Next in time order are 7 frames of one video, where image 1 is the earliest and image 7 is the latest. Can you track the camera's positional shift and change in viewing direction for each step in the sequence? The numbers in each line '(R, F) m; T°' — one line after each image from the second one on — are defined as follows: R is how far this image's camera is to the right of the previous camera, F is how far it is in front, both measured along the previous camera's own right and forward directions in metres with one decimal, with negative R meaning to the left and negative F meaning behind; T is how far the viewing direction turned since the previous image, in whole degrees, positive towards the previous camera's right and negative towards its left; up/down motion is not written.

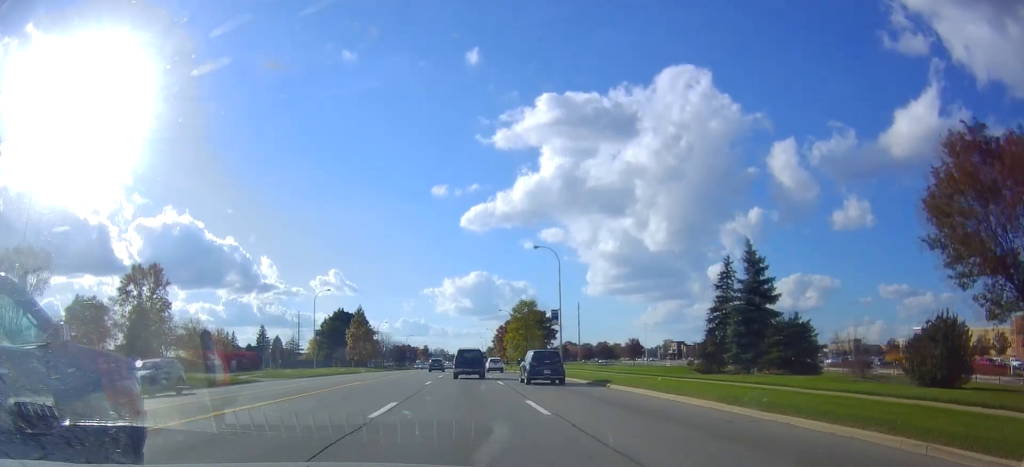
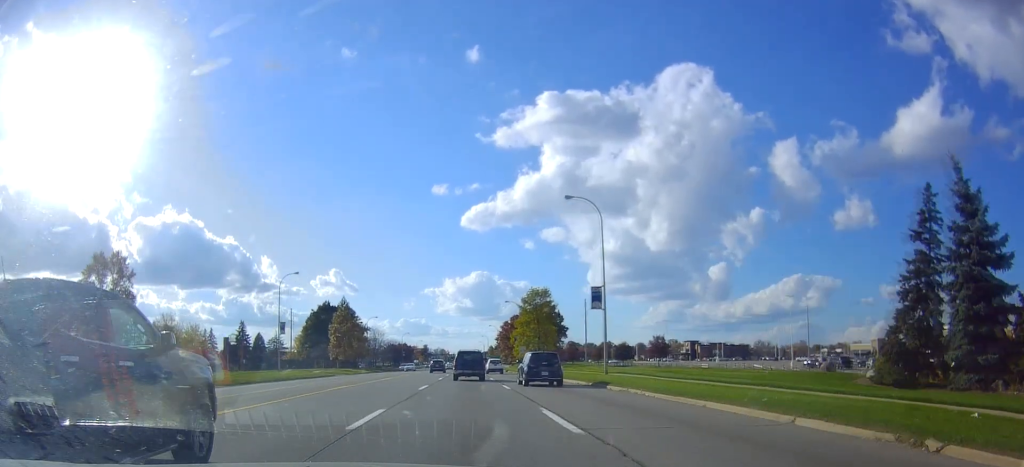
(-0.2, +18.4) m; -1°
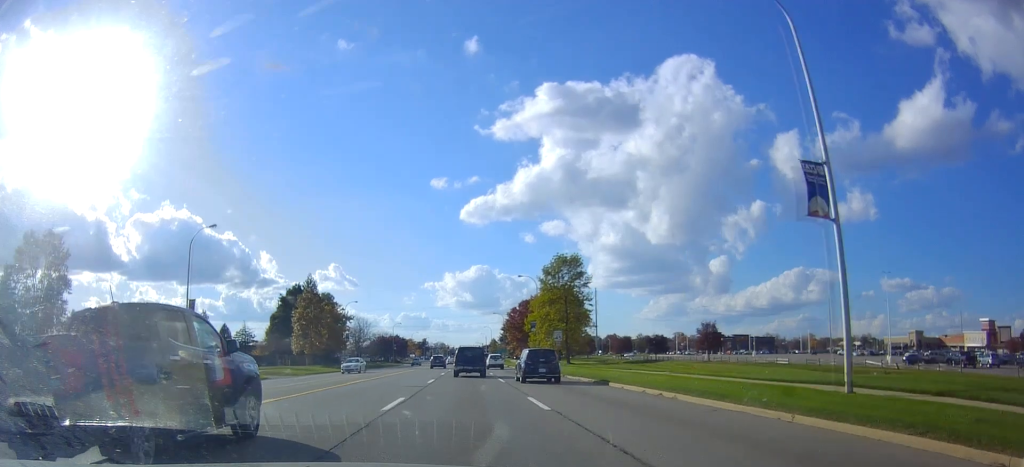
(-0.2, +26.4) m; 0°
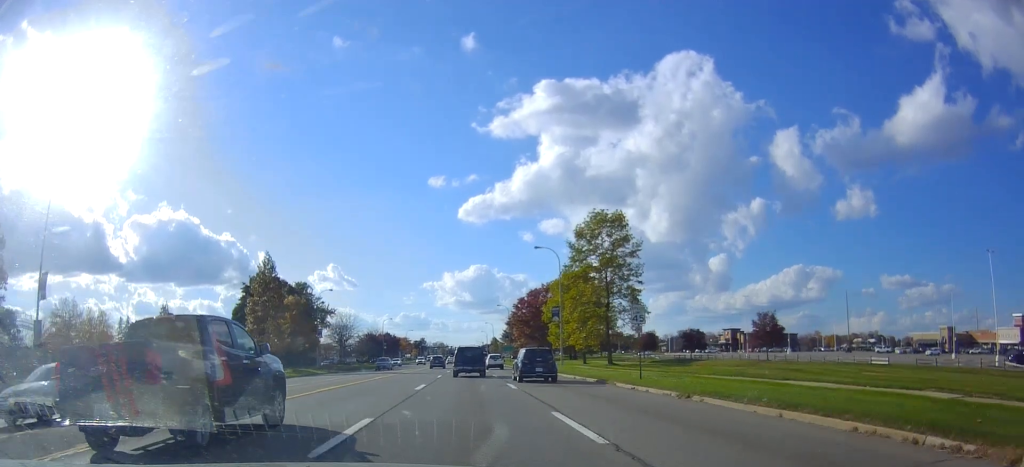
(0.0, +21.3) m; 0°
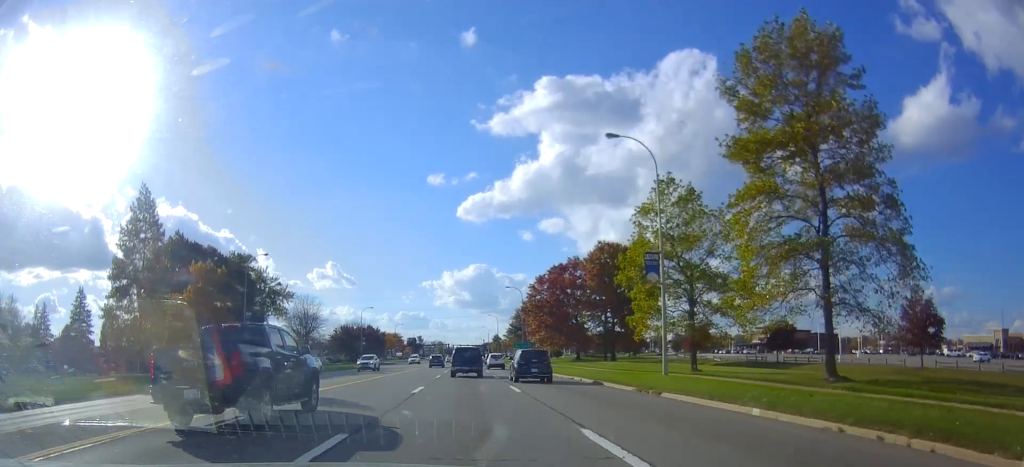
(0.0, +33.2) m; 0°
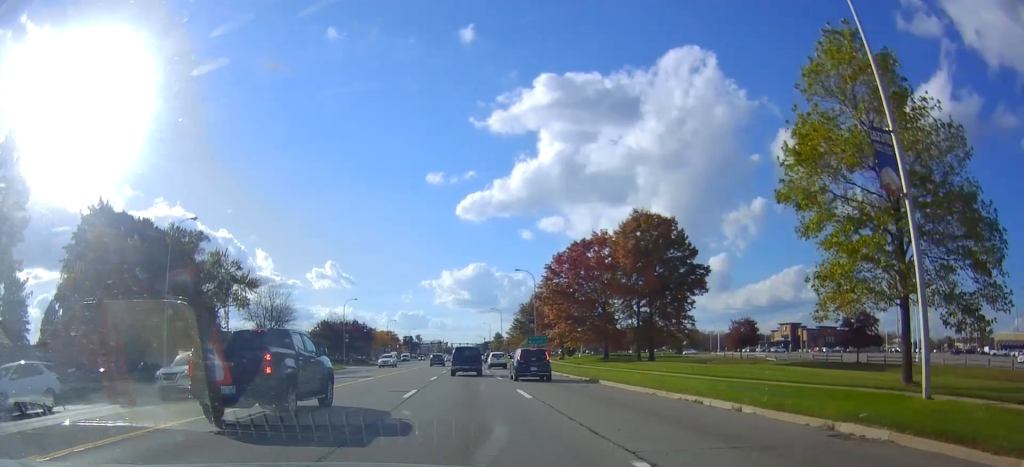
(+0.1, +18.7) m; +1°
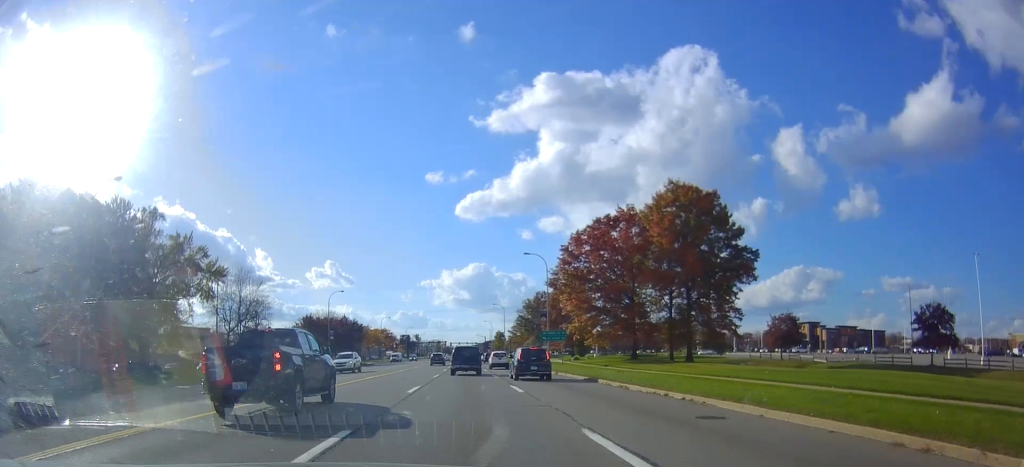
(+0.4, +12.6) m; 0°
